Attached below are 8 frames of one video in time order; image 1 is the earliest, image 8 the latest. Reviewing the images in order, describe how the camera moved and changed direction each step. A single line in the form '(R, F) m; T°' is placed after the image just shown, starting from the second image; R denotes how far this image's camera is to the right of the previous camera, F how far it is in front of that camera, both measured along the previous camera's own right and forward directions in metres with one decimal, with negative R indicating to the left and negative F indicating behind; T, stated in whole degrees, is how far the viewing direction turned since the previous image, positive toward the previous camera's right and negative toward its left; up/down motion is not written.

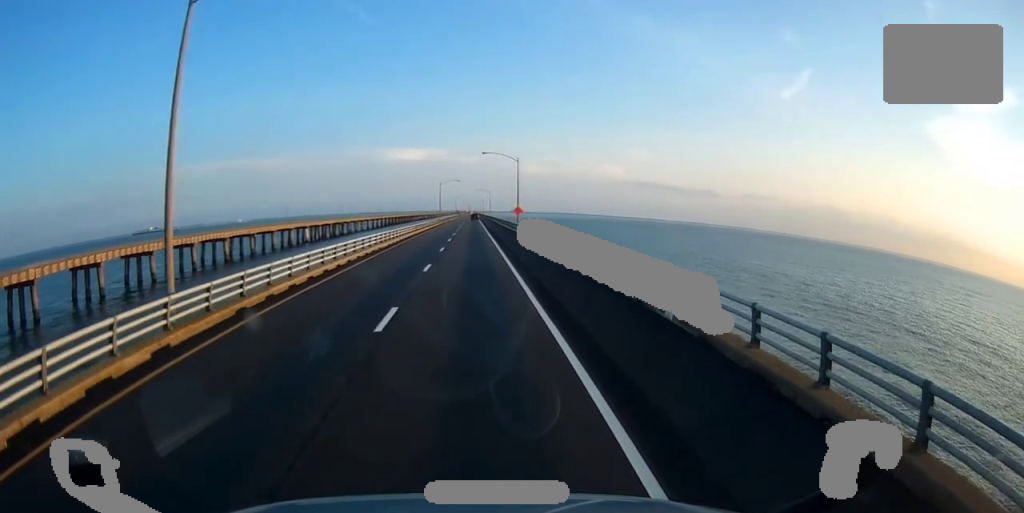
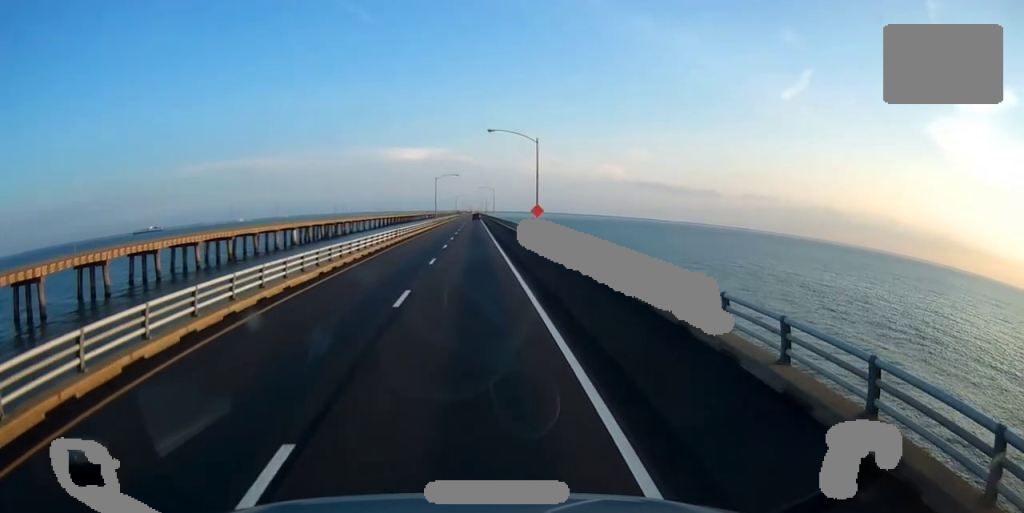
(+0.7, +21.4) m; 0°
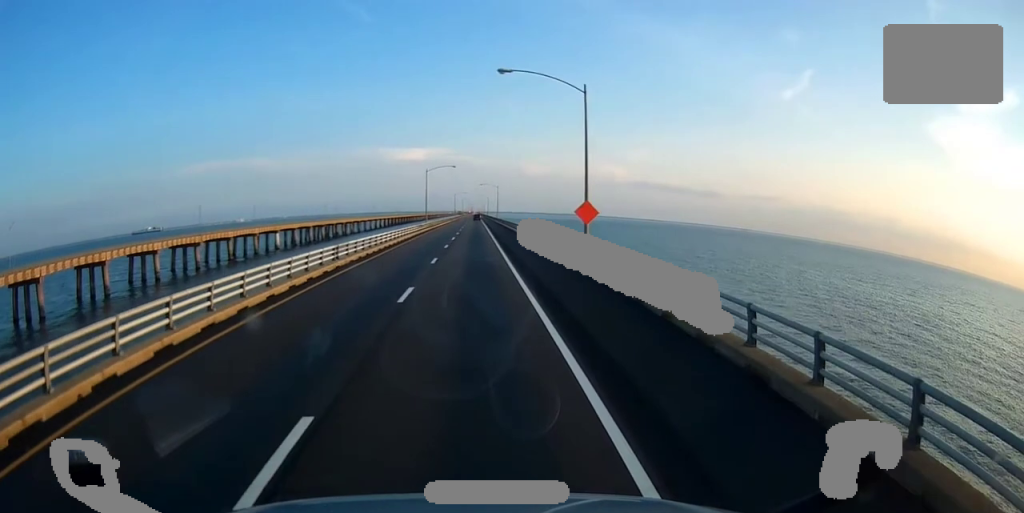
(-0.3, +23.6) m; 0°
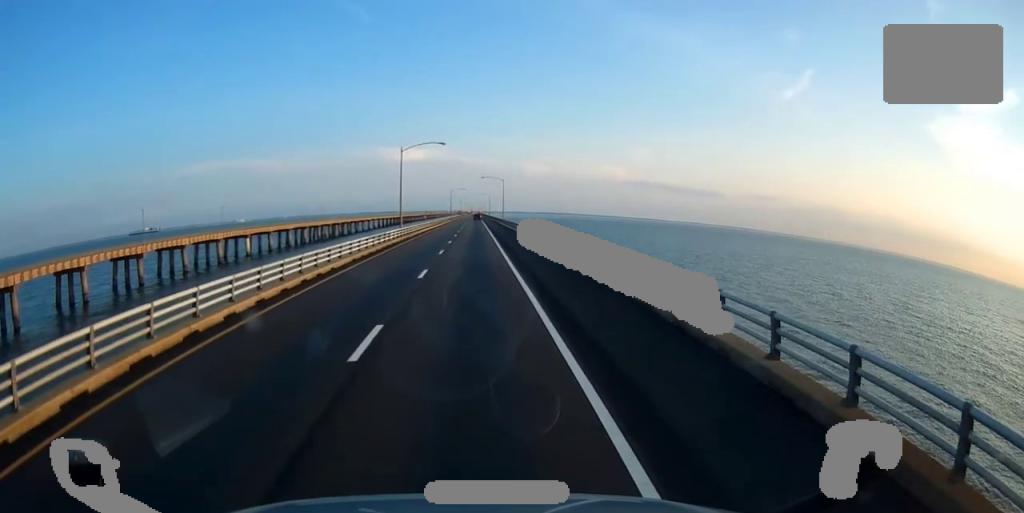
(0.0, +30.8) m; 0°
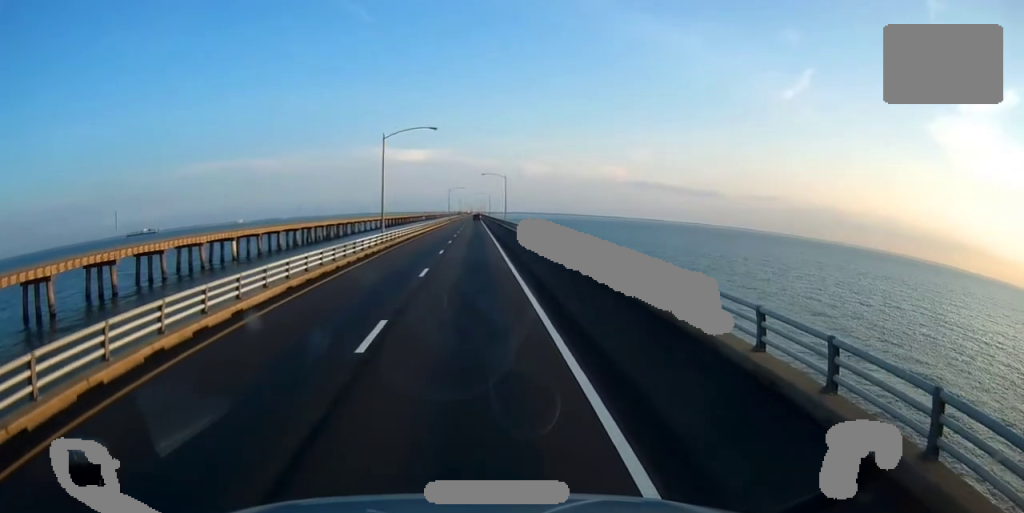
(0.0, +11.3) m; 0°
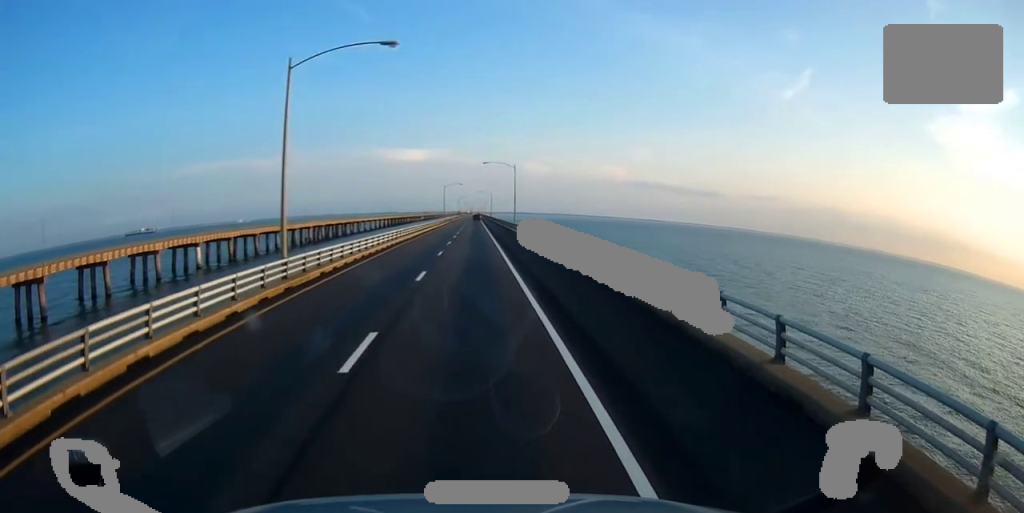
(-0.1, +25.6) m; 0°
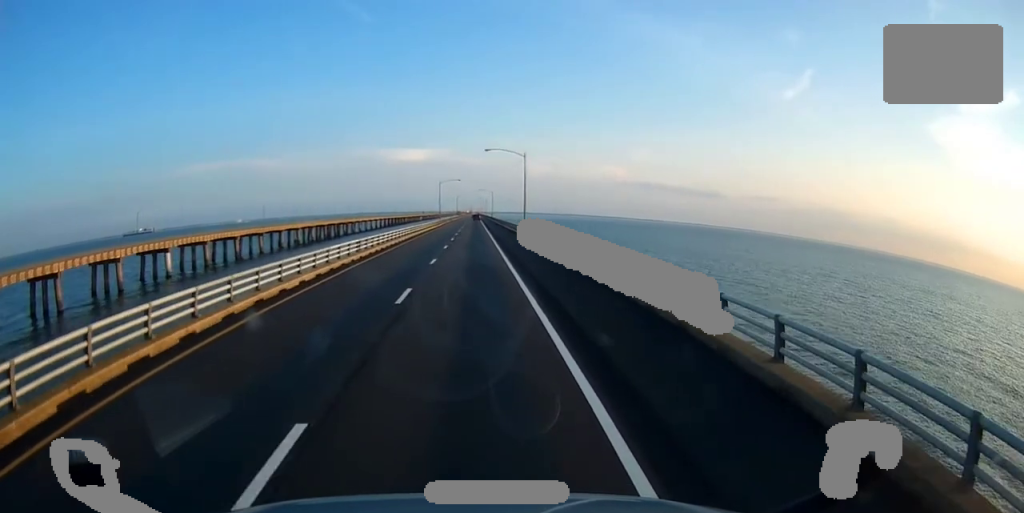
(0.0, +17.4) m; 0°
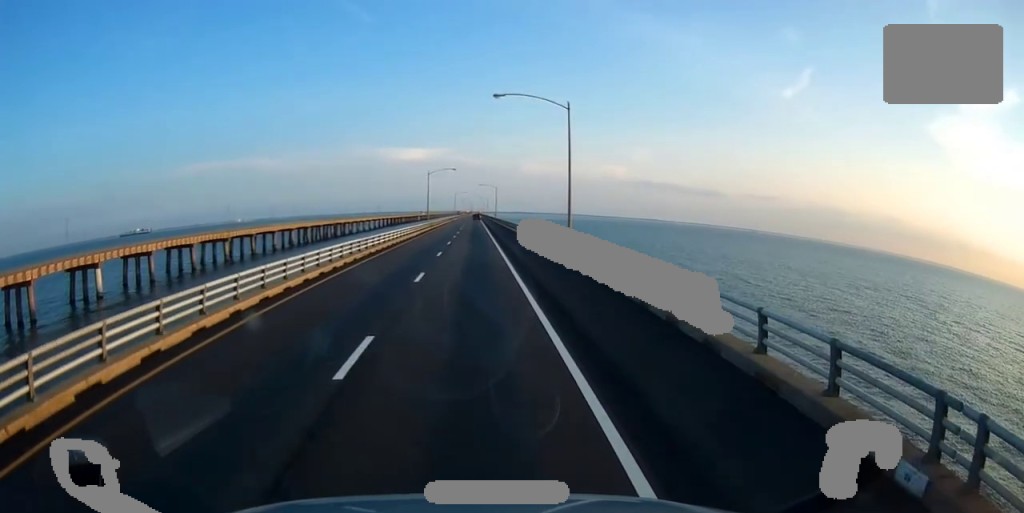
(0.0, +31.7) m; 0°
